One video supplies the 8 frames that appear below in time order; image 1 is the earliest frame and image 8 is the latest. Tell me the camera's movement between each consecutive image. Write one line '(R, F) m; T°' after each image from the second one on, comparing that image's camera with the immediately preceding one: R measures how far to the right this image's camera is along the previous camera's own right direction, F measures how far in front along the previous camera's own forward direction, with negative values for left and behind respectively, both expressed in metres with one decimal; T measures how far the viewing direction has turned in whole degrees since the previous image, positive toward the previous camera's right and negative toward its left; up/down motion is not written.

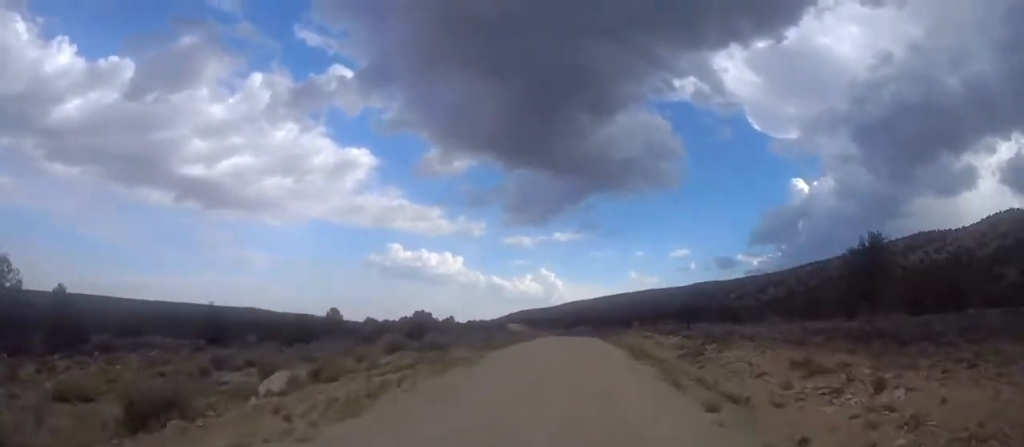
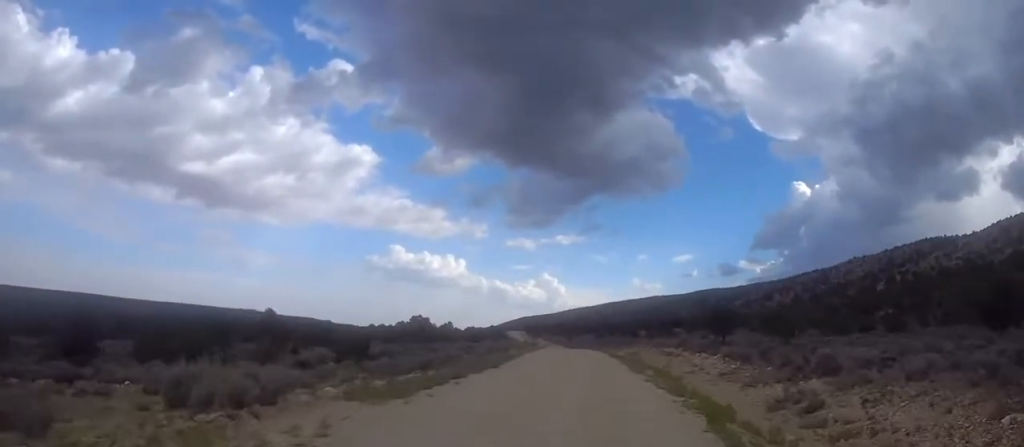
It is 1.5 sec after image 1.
(0.0, +15.4) m; 0°
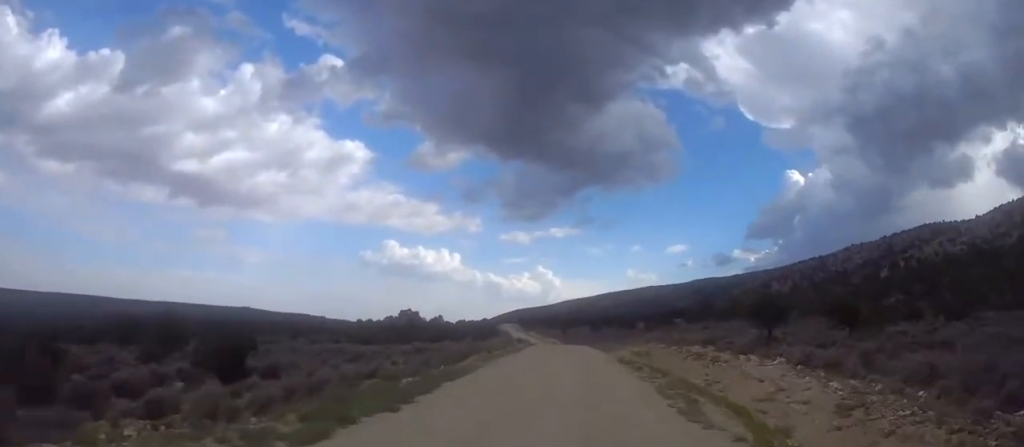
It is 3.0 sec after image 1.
(0.0, +14.6) m; 0°
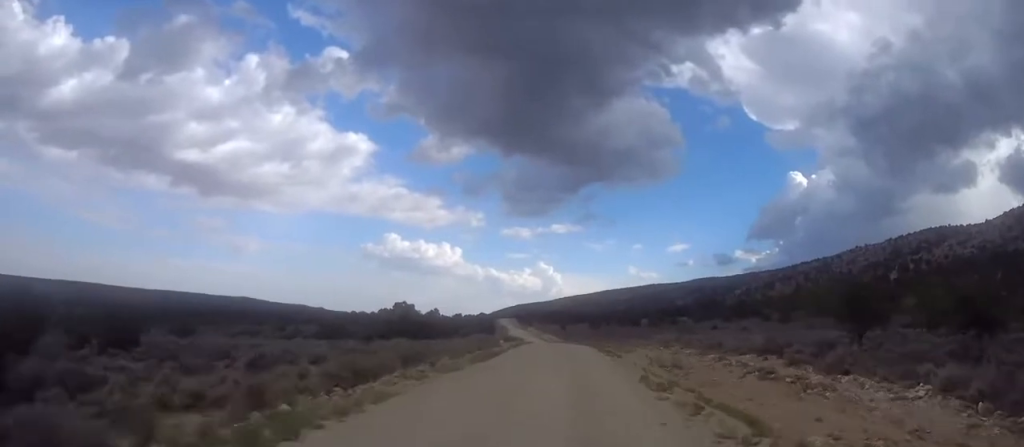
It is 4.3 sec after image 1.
(+0.1, +13.2) m; 0°
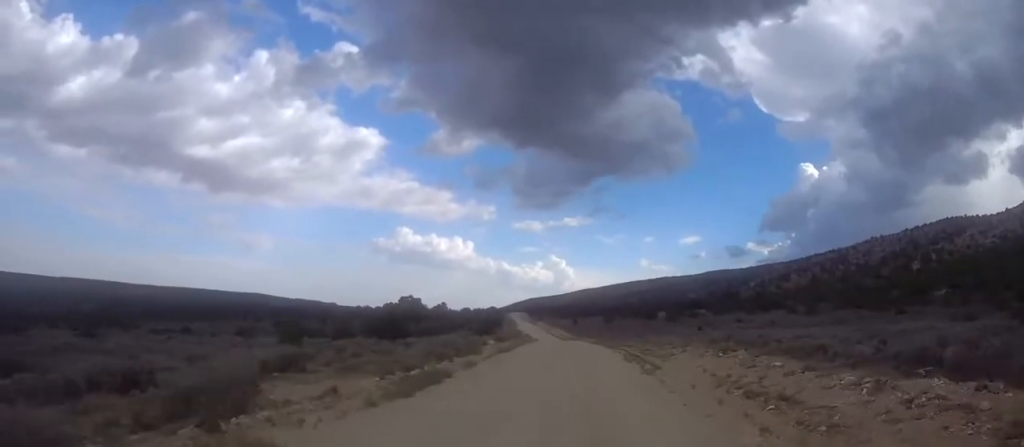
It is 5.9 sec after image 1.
(0.0, +14.9) m; 0°
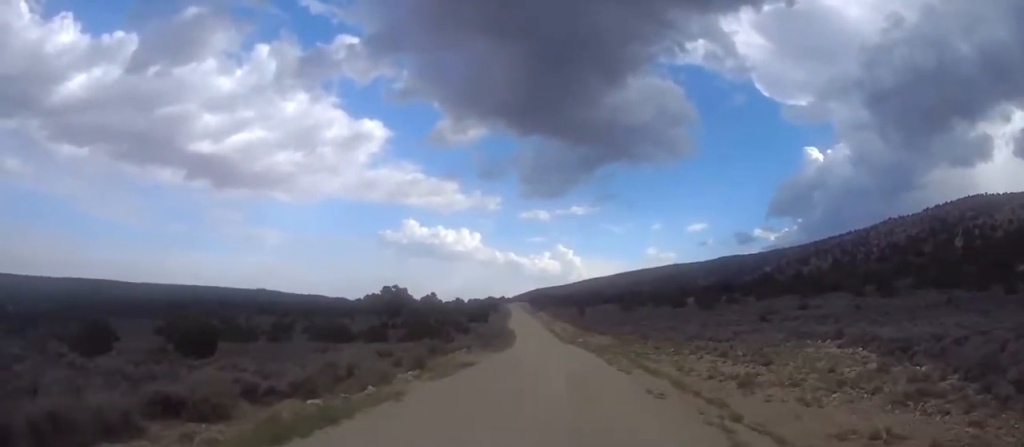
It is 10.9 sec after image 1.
(-1.5, +47.6) m; -3°
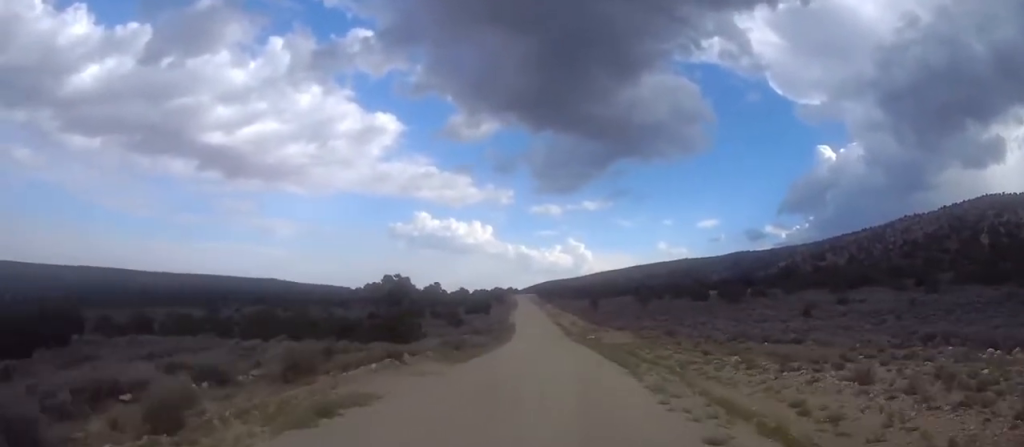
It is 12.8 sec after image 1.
(+0.1, +17.0) m; 0°
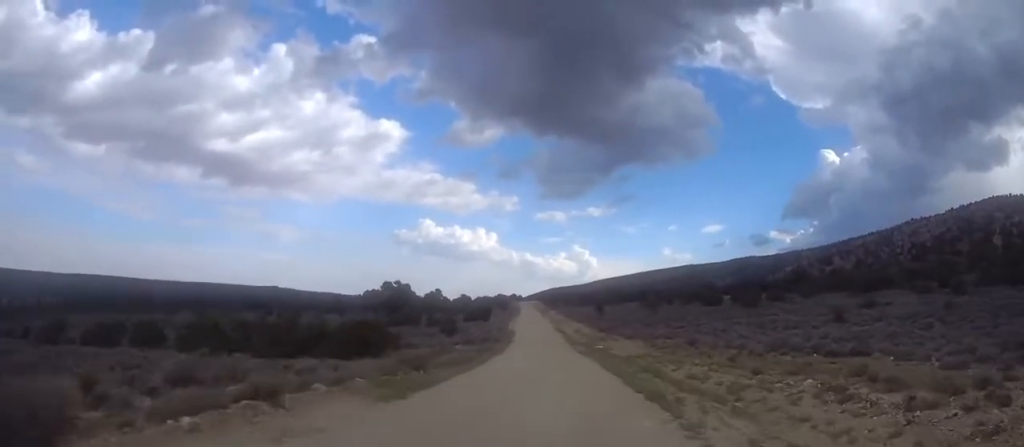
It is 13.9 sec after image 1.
(0.0, +9.7) m; 0°
